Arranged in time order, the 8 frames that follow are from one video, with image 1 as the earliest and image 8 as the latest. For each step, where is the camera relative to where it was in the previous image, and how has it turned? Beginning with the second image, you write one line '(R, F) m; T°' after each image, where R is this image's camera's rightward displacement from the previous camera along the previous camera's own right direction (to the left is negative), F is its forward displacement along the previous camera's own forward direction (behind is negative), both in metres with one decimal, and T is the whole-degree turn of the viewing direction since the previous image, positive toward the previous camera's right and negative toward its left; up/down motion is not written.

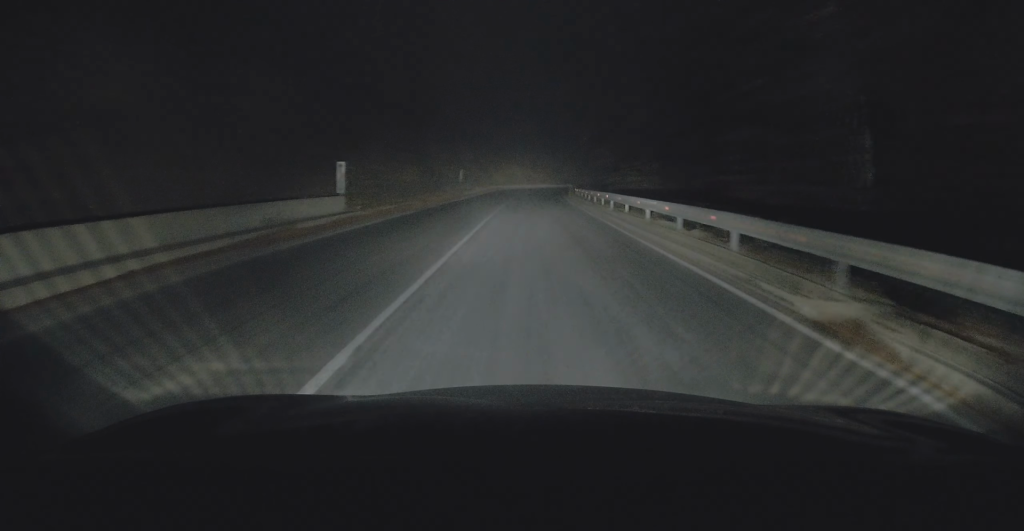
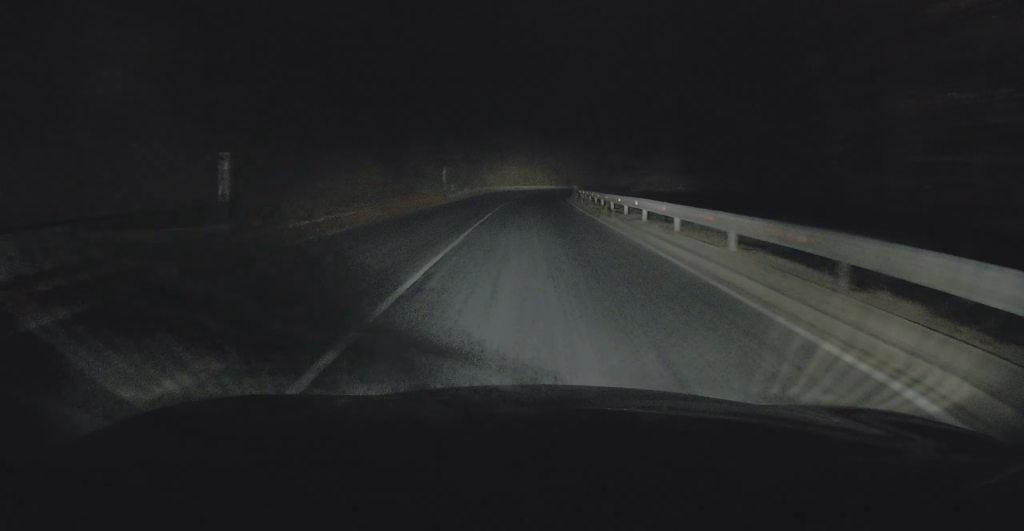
(-0.3, +8.0) m; 0°
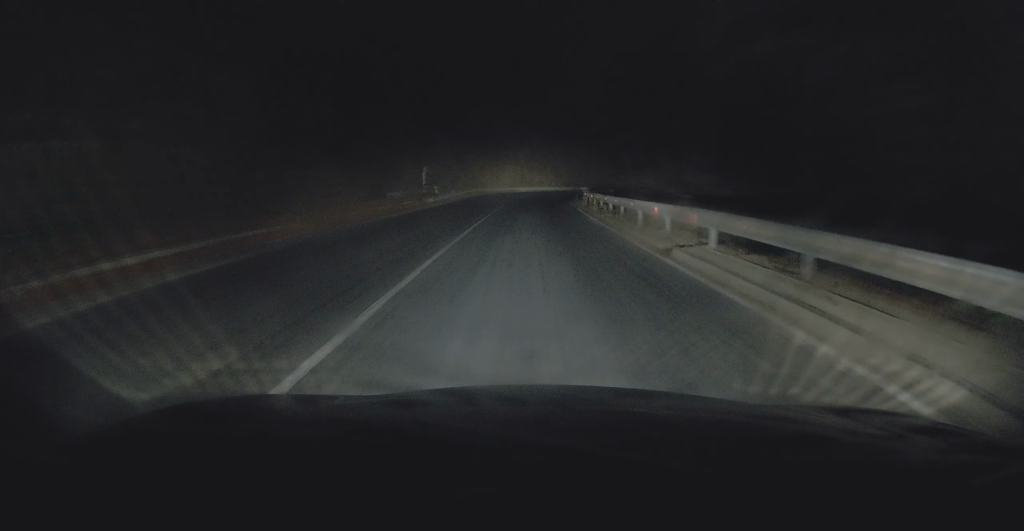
(-0.2, +6.9) m; +1°
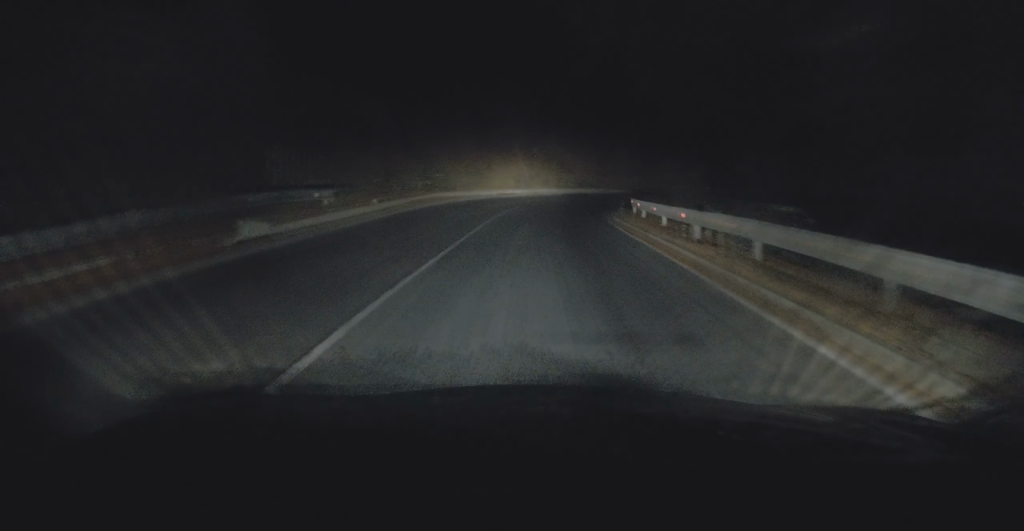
(+1.1, +20.9) m; +2°
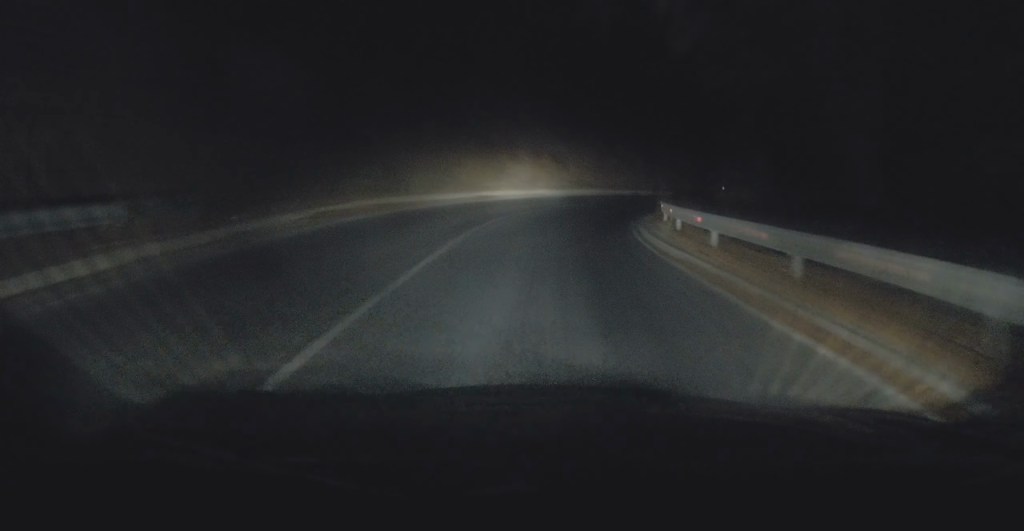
(-0.2, +9.6) m; -1°
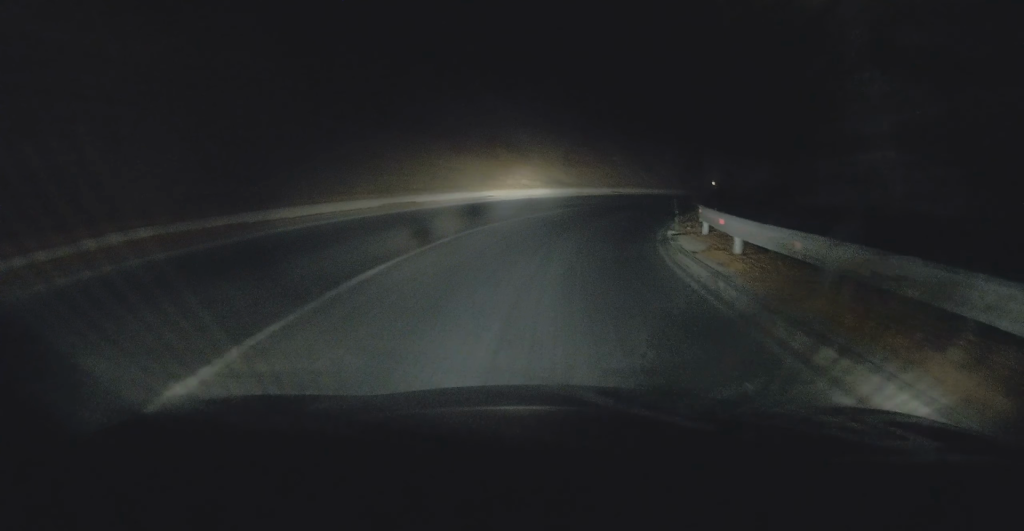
(0.0, +10.0) m; +2°
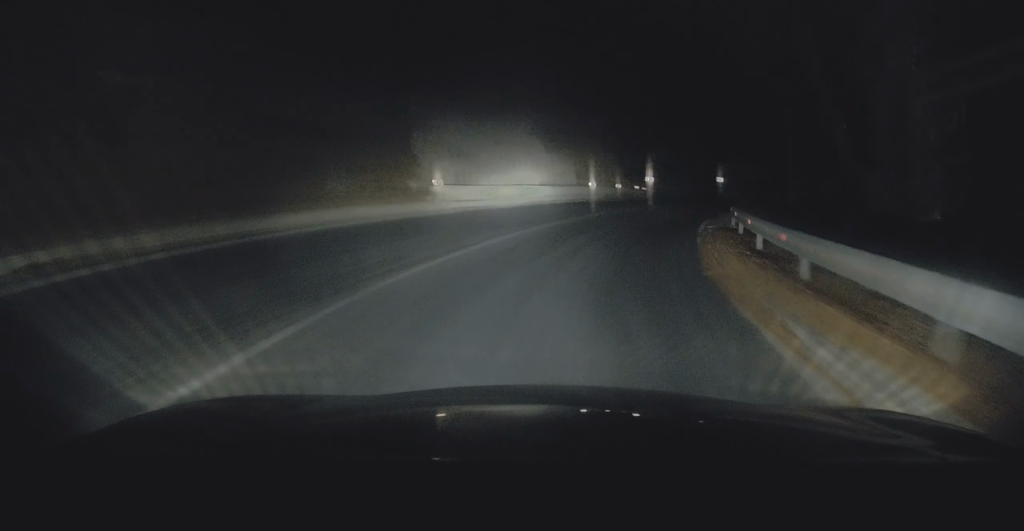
(+3.8, +28.2) m; +17°
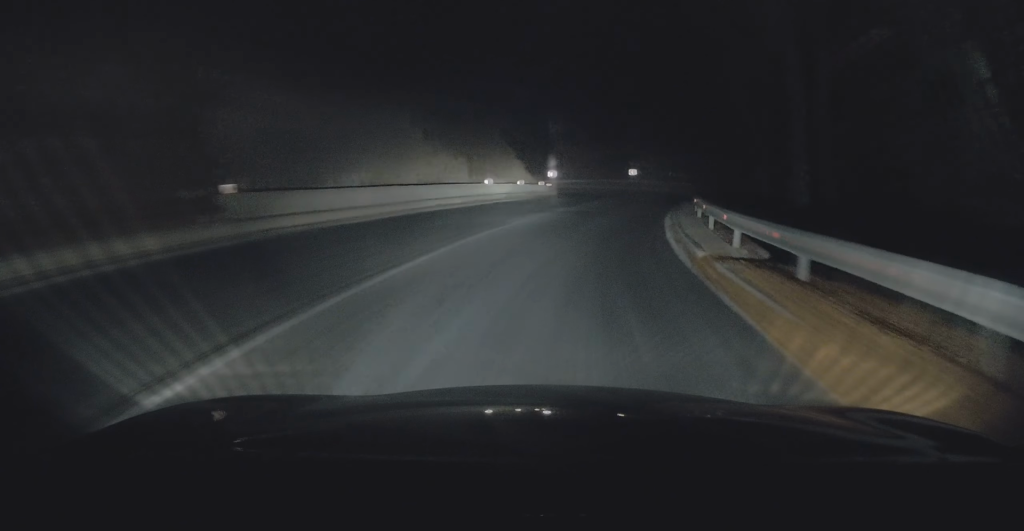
(+0.3, +8.0) m; +10°
